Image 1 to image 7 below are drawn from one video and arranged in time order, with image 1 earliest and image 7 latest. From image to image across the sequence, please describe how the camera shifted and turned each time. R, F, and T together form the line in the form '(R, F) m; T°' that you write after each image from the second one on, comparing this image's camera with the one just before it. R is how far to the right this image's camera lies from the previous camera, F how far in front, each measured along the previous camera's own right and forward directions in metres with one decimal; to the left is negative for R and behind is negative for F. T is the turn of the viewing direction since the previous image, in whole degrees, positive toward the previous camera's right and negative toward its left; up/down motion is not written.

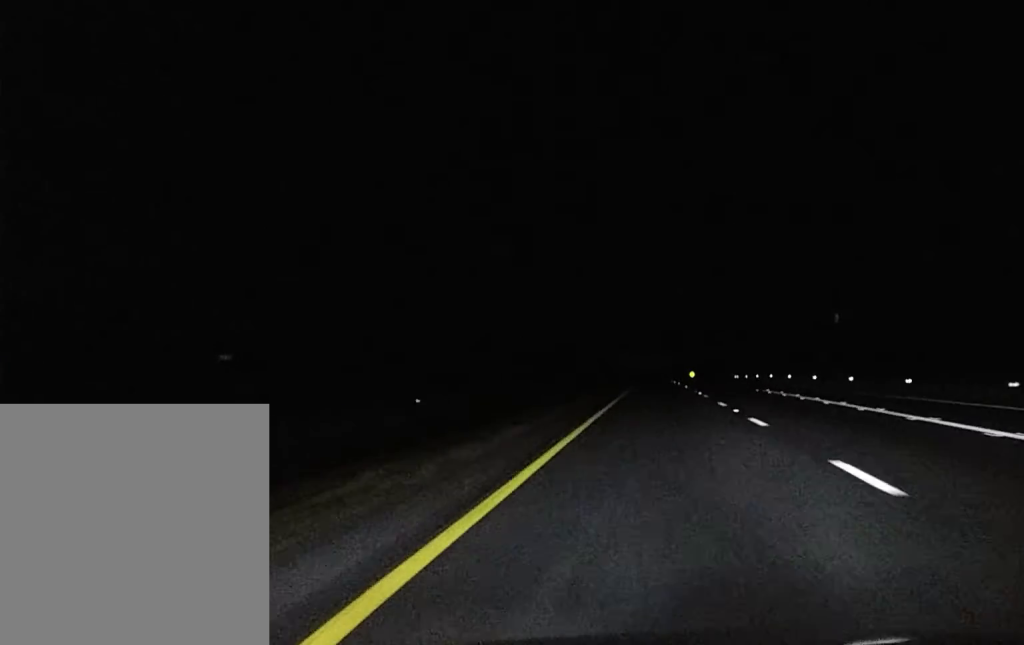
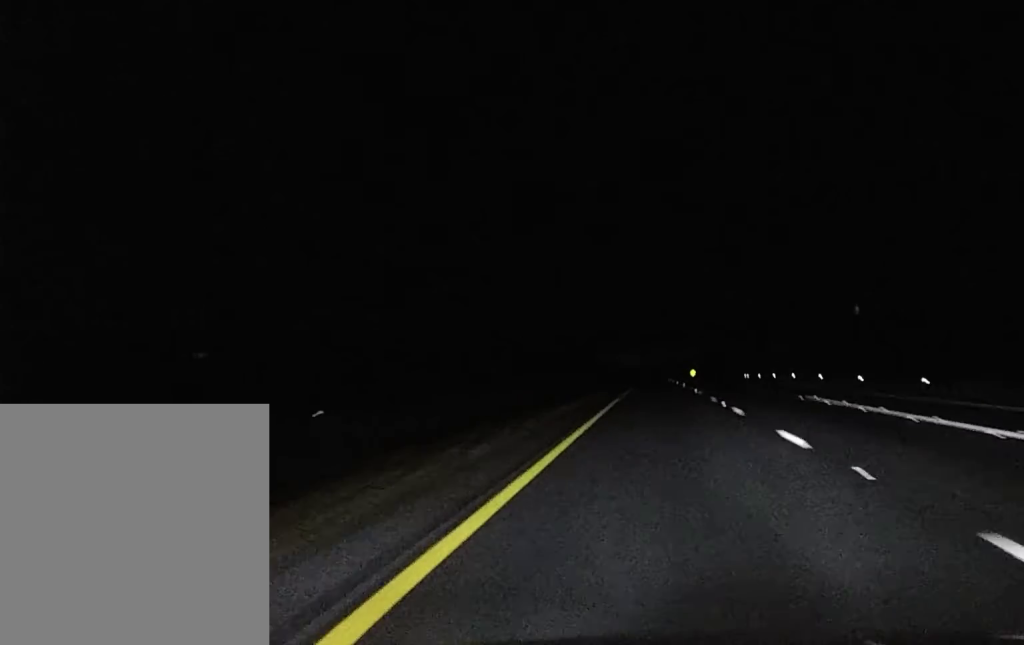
(0.0, +14.9) m; 0°
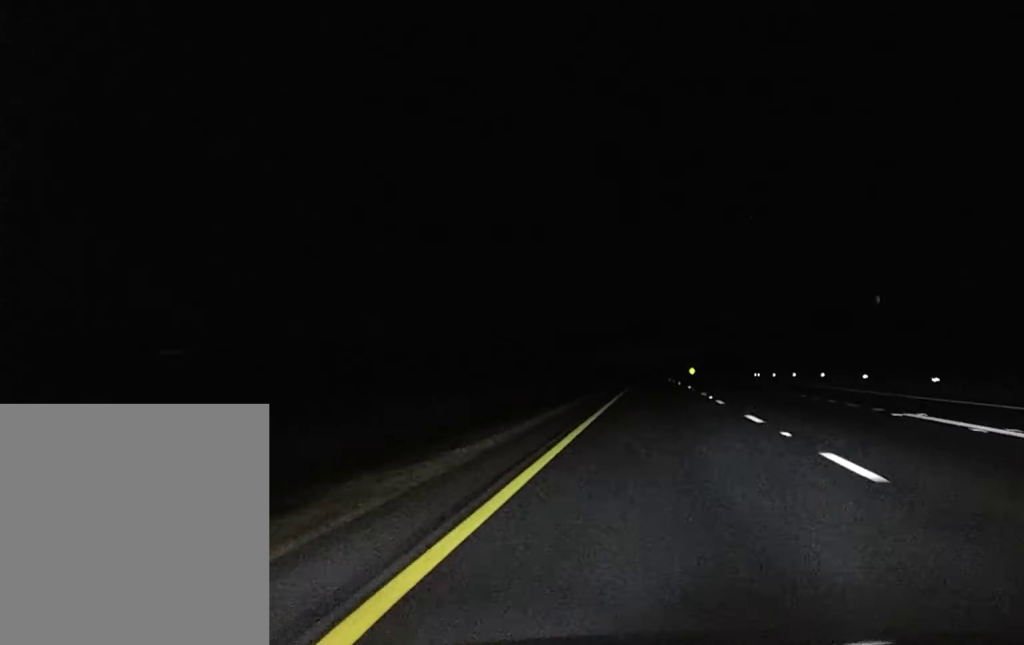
(0.0, +14.0) m; 0°
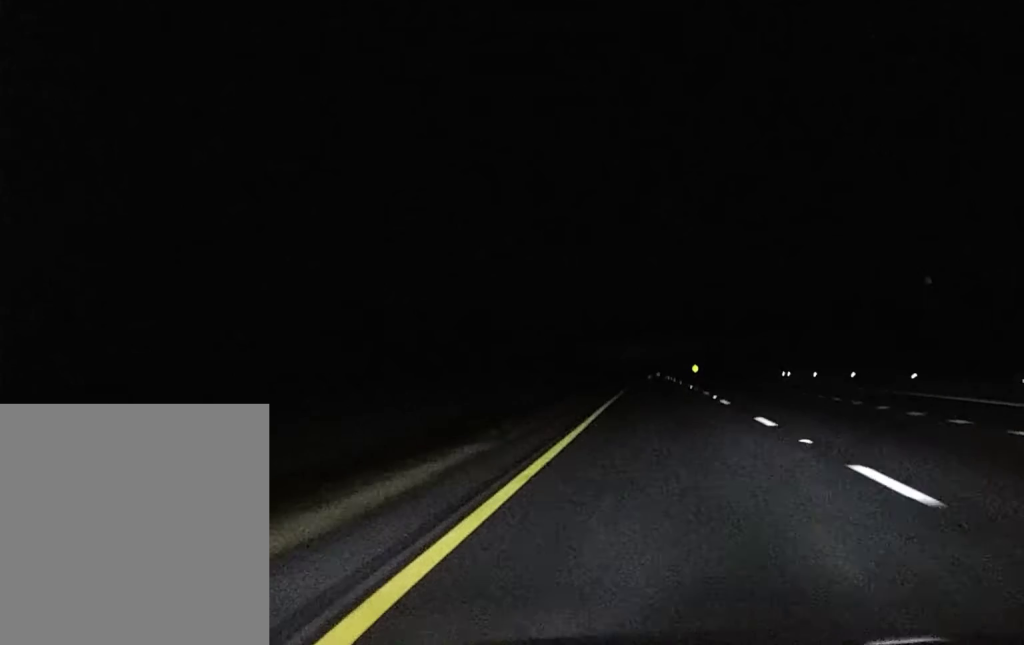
(0.0, +28.4) m; 0°
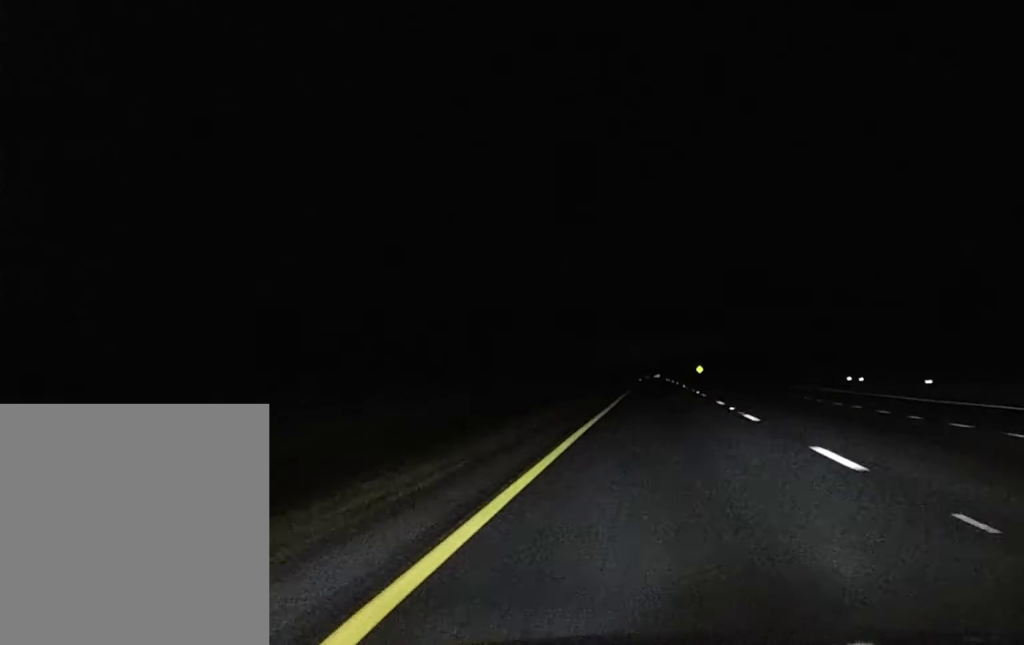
(-0.1, +38.0) m; 0°
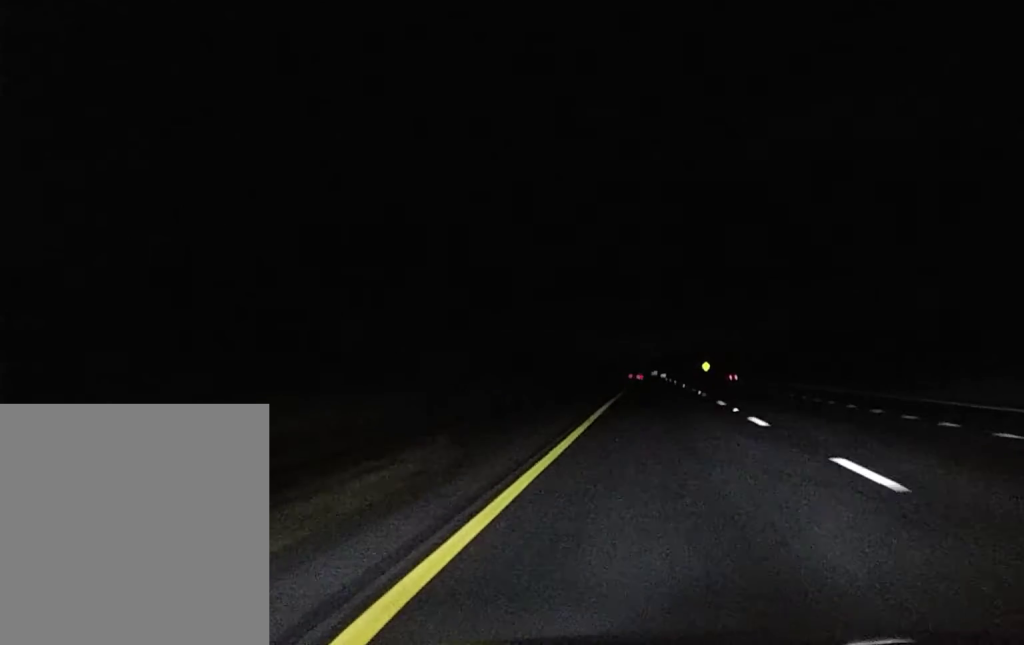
(+0.1, +64.7) m; +1°
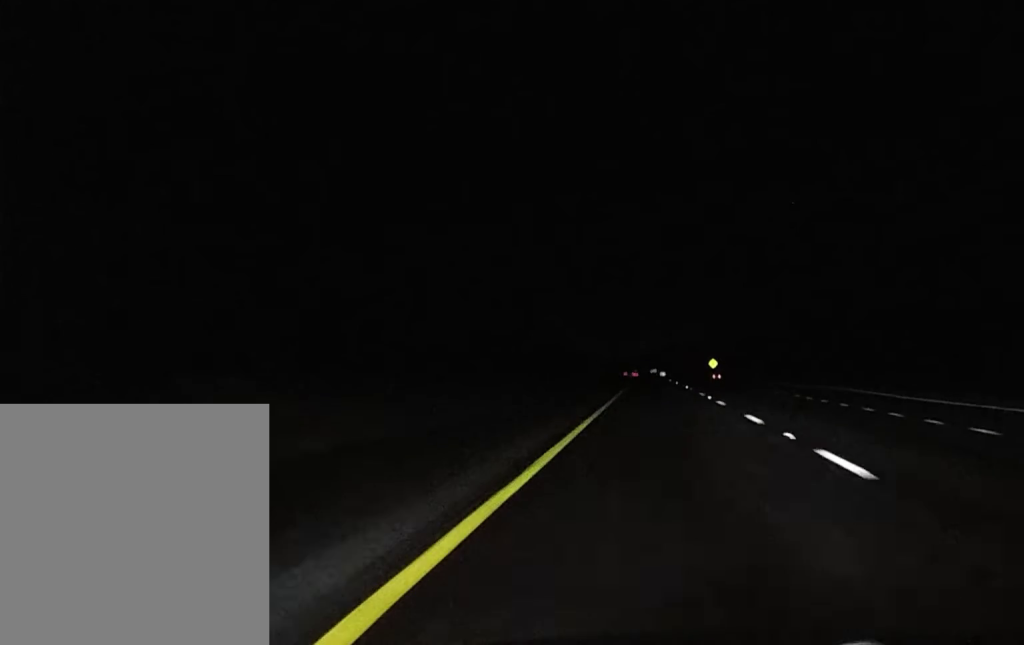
(+0.3, +41.8) m; 0°
